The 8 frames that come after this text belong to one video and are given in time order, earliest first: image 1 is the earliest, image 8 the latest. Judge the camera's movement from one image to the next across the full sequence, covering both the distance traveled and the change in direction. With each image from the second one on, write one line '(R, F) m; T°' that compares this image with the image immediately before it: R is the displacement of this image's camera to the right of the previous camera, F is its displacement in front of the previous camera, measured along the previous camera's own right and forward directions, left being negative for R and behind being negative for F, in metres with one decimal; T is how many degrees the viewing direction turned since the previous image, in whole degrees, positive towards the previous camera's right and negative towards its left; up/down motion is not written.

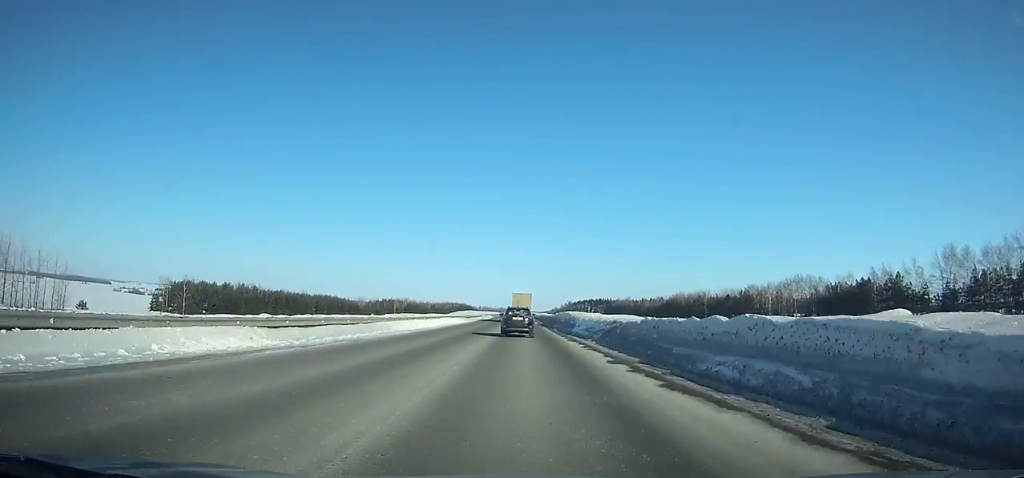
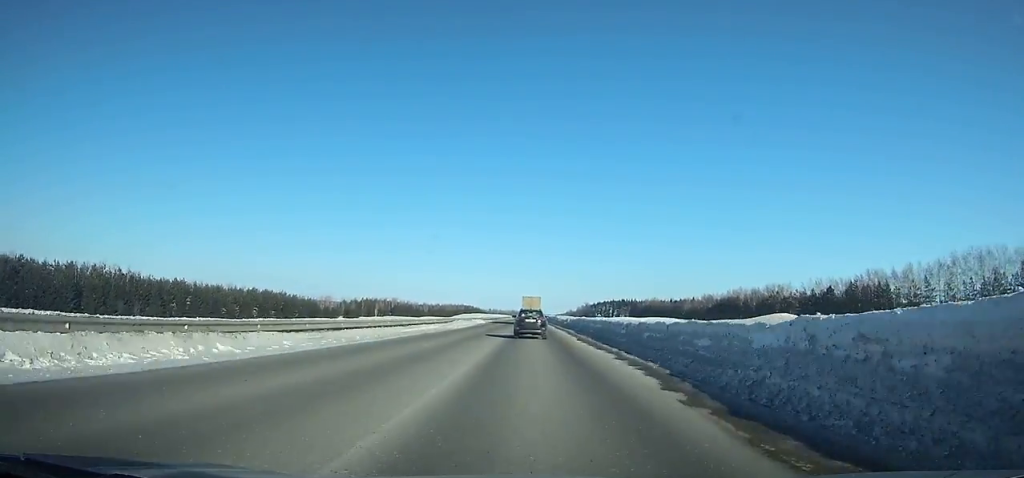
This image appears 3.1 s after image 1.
(-0.6, +65.9) m; -1°
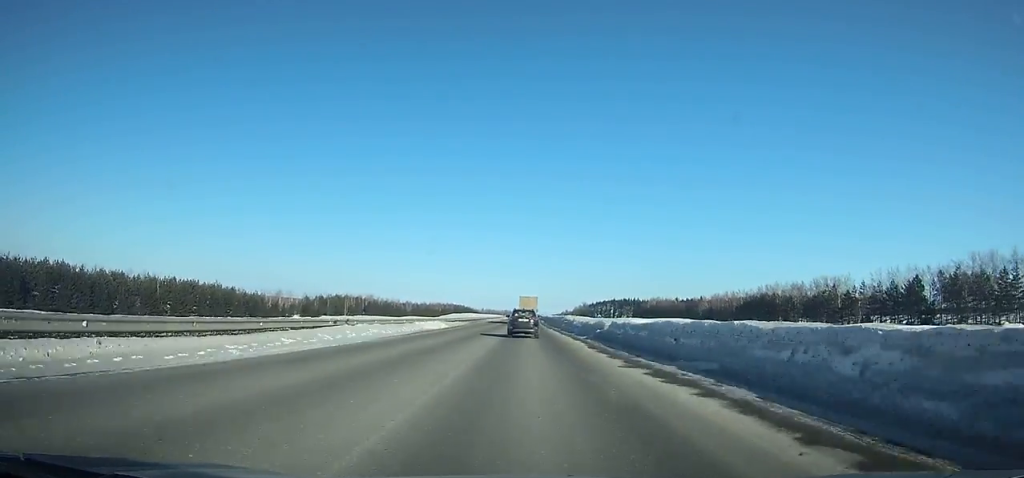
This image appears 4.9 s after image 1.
(-0.1, +38.3) m; 0°
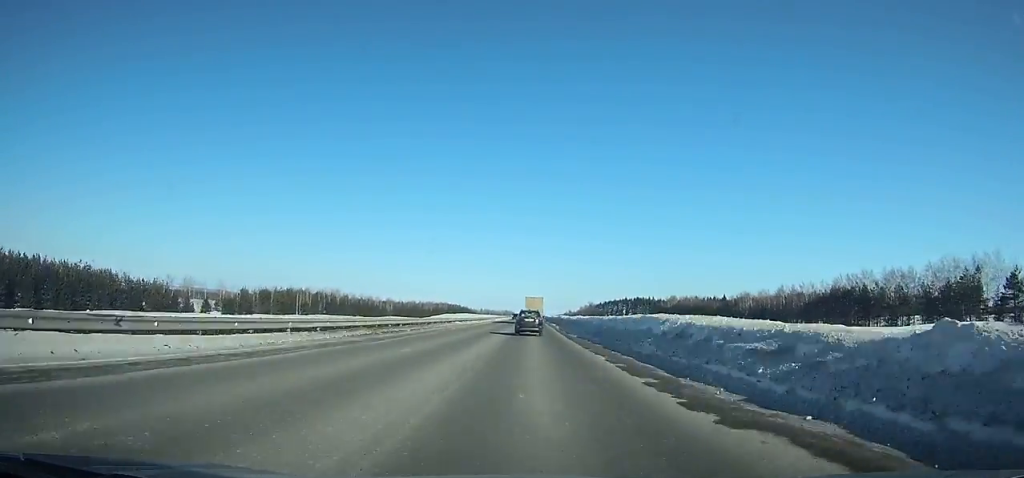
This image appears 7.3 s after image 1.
(0.0, +52.2) m; 0°
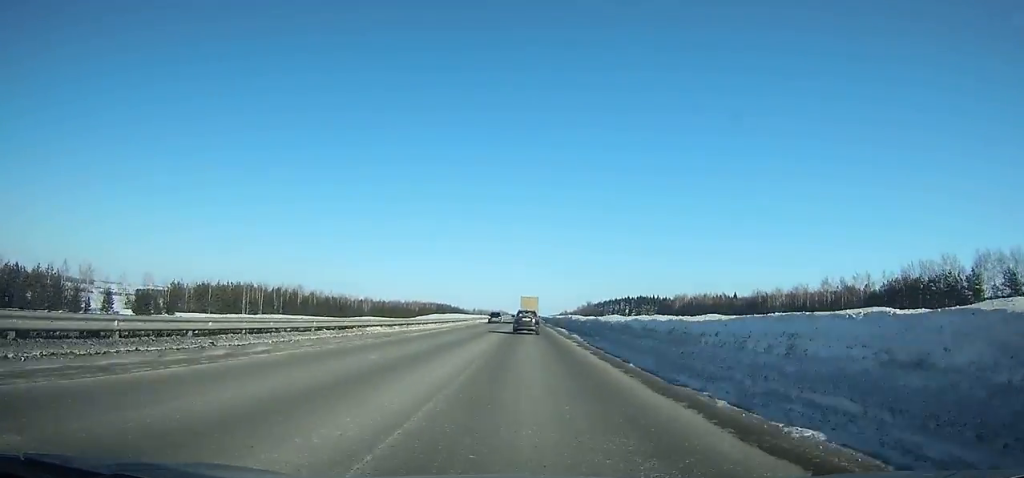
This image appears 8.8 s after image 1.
(+0.1, +34.3) m; 0°
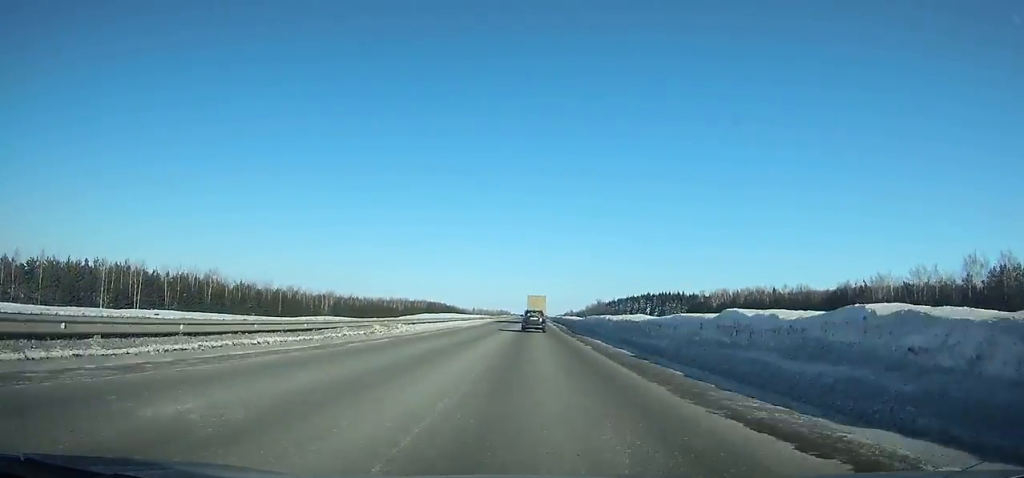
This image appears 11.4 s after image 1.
(+0.1, +60.0) m; 0°
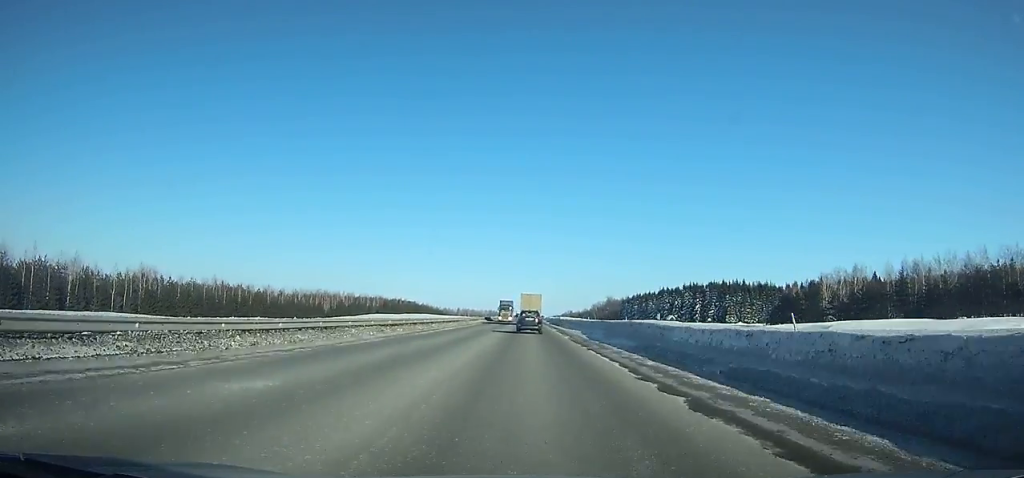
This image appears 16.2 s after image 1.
(+0.6, +109.9) m; 0°
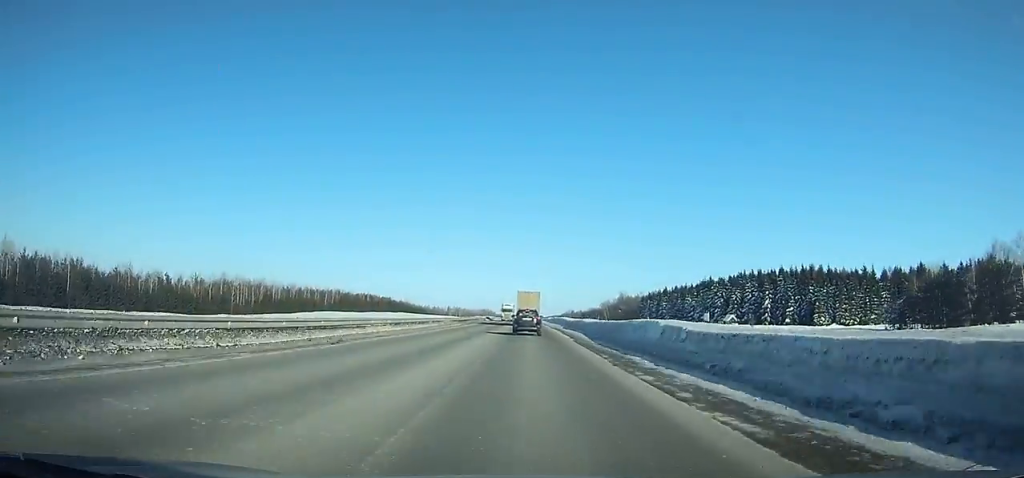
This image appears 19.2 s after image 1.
(0.0, +66.4) m; 0°
